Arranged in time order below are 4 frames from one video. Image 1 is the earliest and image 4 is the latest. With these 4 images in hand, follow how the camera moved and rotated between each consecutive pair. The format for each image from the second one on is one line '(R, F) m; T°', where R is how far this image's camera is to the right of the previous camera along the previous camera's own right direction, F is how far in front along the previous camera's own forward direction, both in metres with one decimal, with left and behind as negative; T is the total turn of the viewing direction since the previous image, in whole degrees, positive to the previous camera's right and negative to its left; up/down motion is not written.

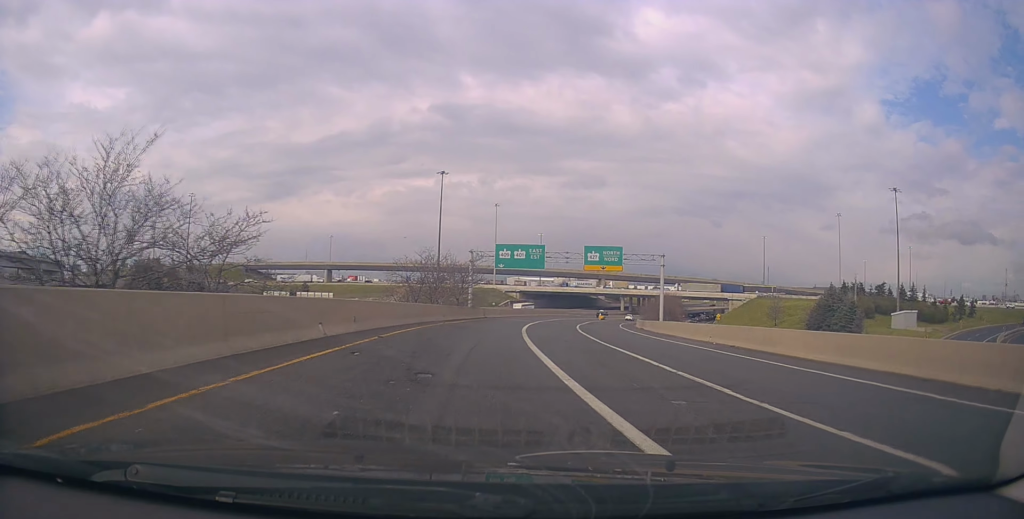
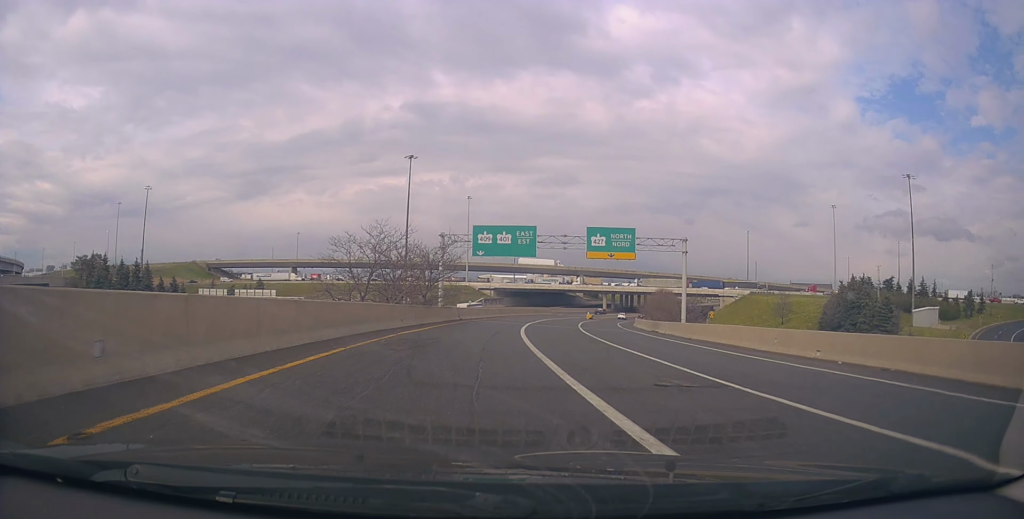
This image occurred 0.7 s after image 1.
(+0.2, +13.4) m; +3°
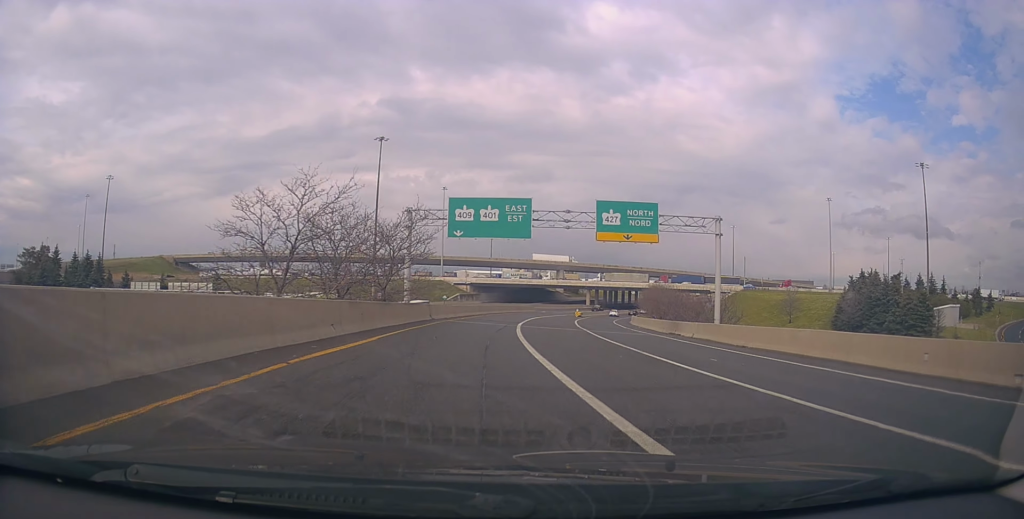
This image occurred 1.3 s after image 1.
(+0.2, +11.1) m; +2°
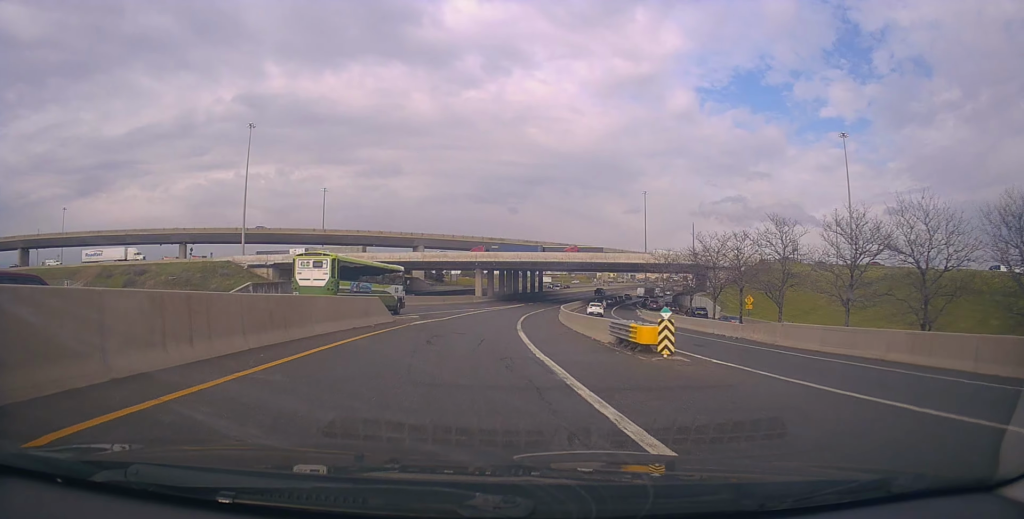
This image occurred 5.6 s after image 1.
(+10.2, +78.5) m; +16°
